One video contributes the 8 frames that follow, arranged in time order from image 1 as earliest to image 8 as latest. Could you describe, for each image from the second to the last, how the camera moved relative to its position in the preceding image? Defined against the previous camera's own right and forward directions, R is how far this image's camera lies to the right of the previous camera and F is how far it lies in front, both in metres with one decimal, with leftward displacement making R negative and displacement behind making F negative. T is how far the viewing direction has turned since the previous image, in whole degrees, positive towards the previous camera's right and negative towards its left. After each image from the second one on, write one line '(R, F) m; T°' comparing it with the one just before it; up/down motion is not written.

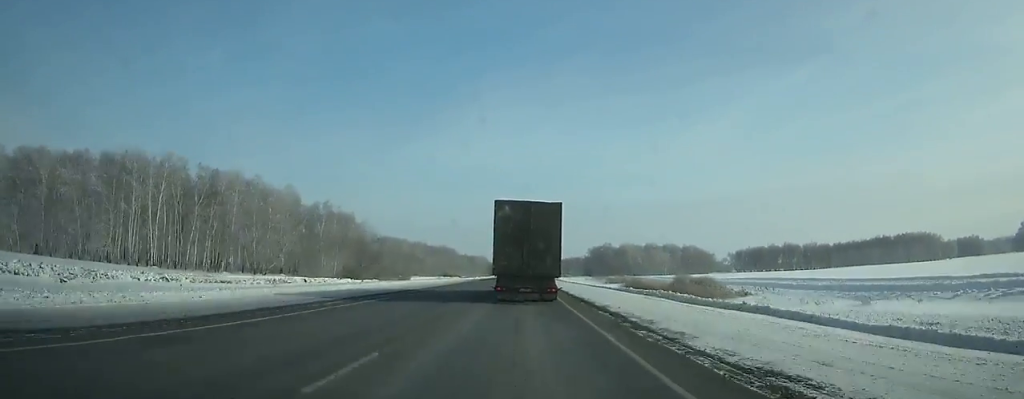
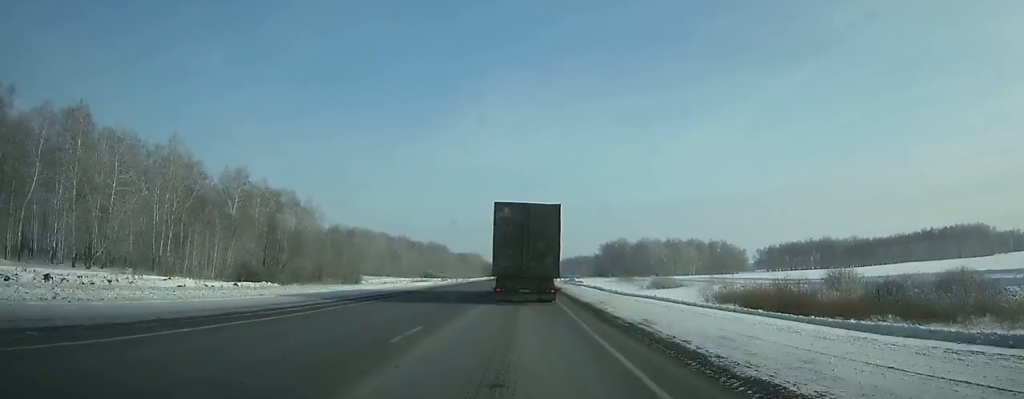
(0.0, +50.5) m; 0°
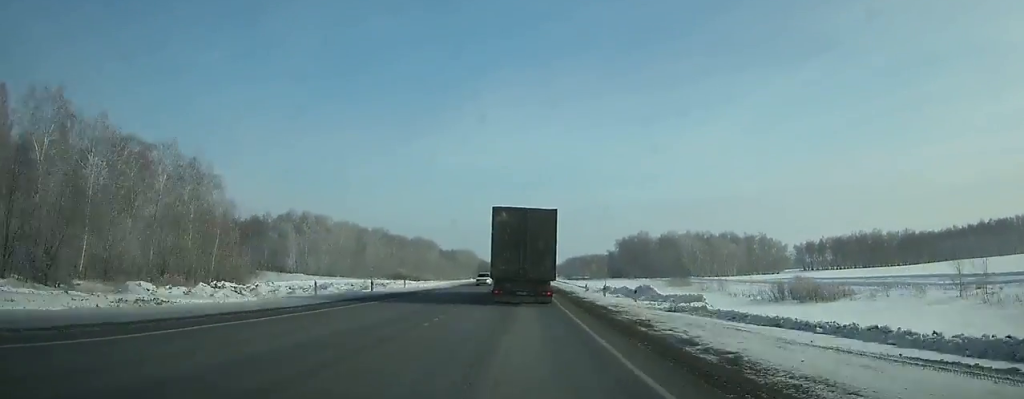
(0.0, +52.2) m; 0°
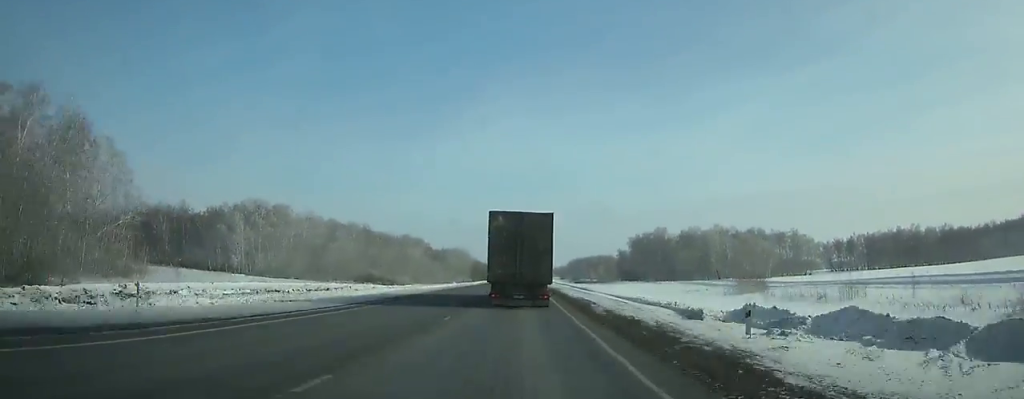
(-0.1, +32.6) m; 0°
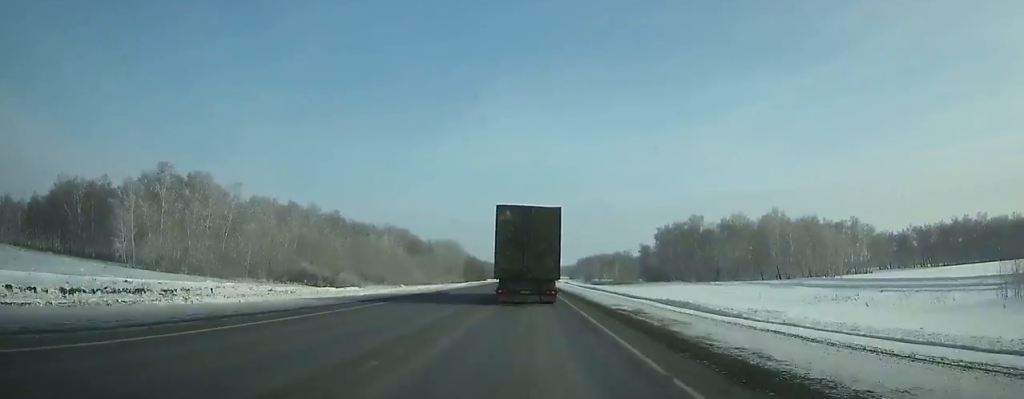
(0.0, +43.9) m; 0°
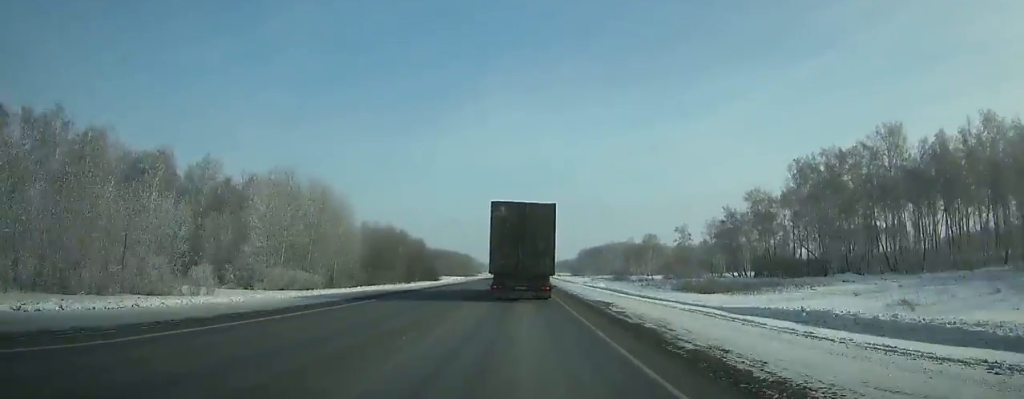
(+0.8, +116.8) m; 0°
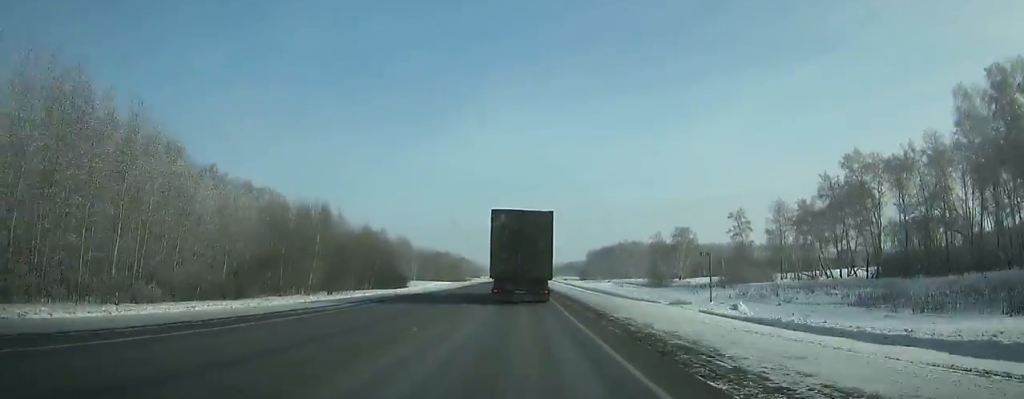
(-0.2, +45.2) m; 0°
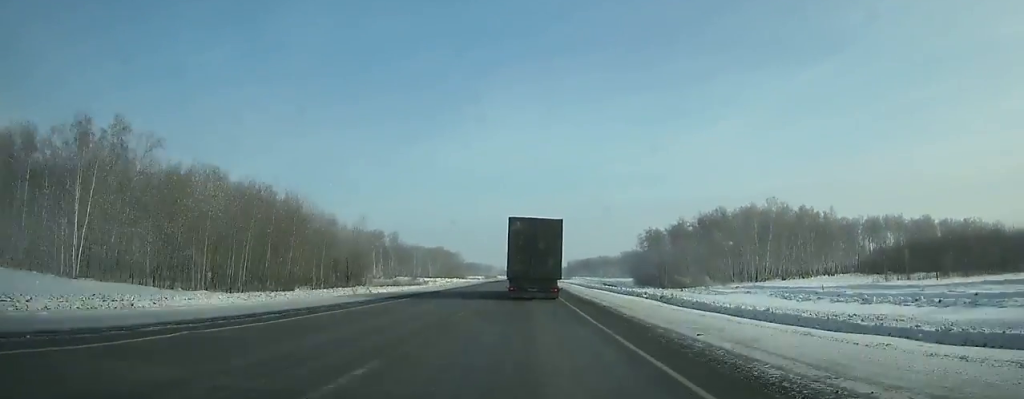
(-0.9, +170.8) m; 0°
